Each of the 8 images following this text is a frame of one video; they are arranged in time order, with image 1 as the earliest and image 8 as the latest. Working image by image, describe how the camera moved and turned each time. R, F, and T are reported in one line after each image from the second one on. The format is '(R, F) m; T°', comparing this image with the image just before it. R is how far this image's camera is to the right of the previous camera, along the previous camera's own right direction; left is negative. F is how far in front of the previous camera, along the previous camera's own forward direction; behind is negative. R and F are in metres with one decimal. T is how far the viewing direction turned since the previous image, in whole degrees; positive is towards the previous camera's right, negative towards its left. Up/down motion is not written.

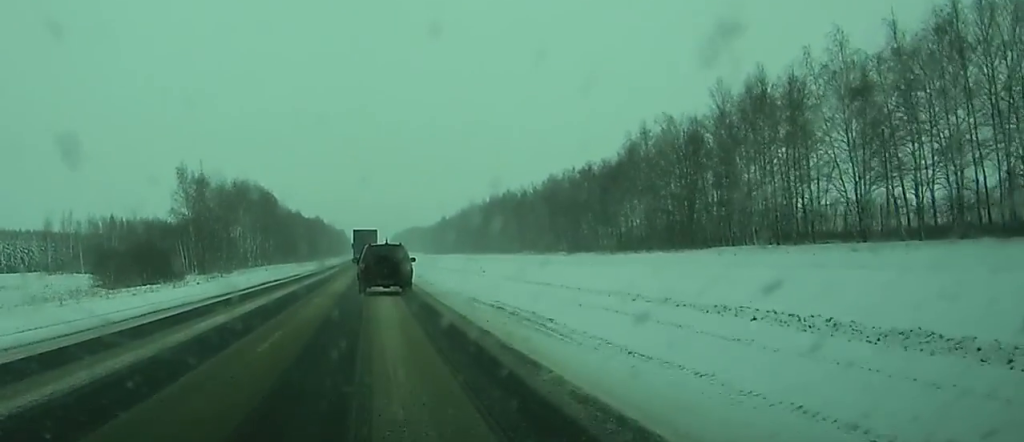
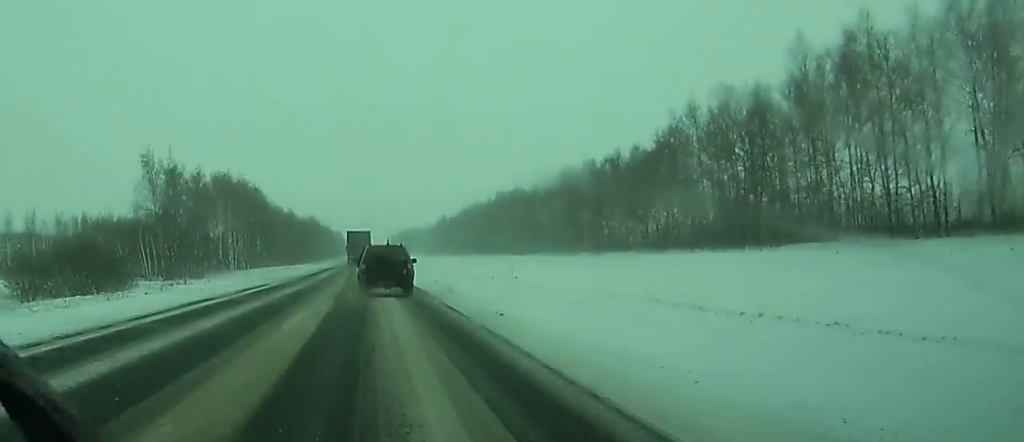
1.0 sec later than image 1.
(0.0, +20.3) m; 0°
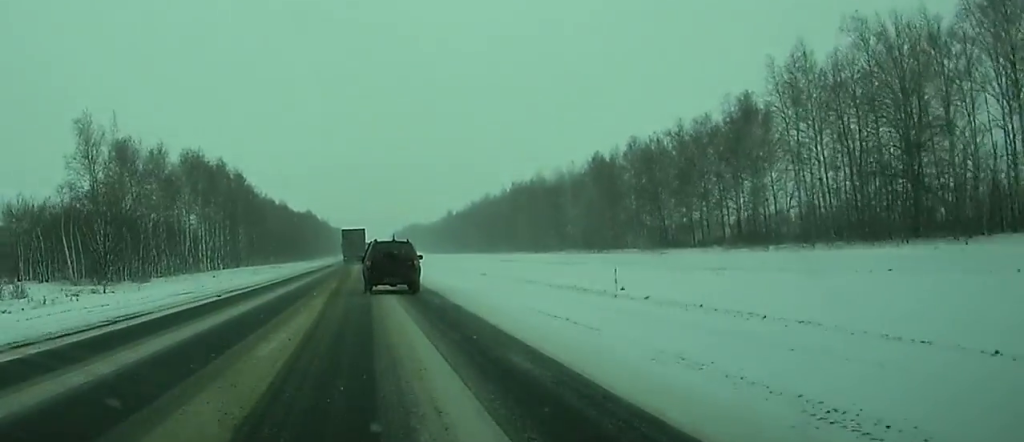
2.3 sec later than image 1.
(+0.1, +27.9) m; 0°
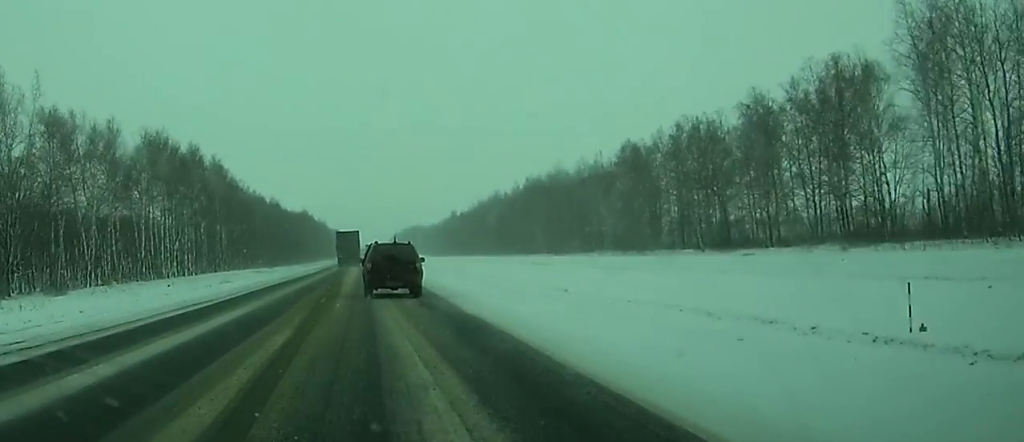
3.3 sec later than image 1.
(-0.1, +22.7) m; 0°
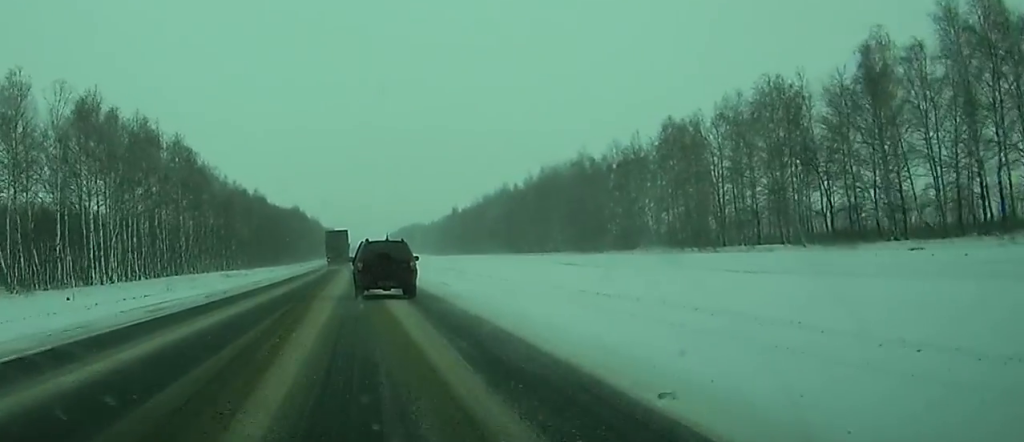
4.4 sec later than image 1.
(0.0, +25.1) m; 0°
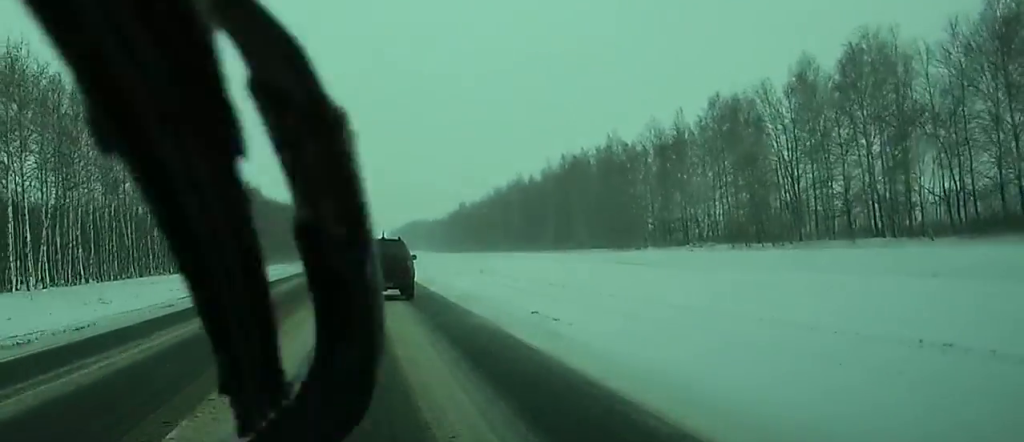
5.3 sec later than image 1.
(-0.1, +18.6) m; 0°
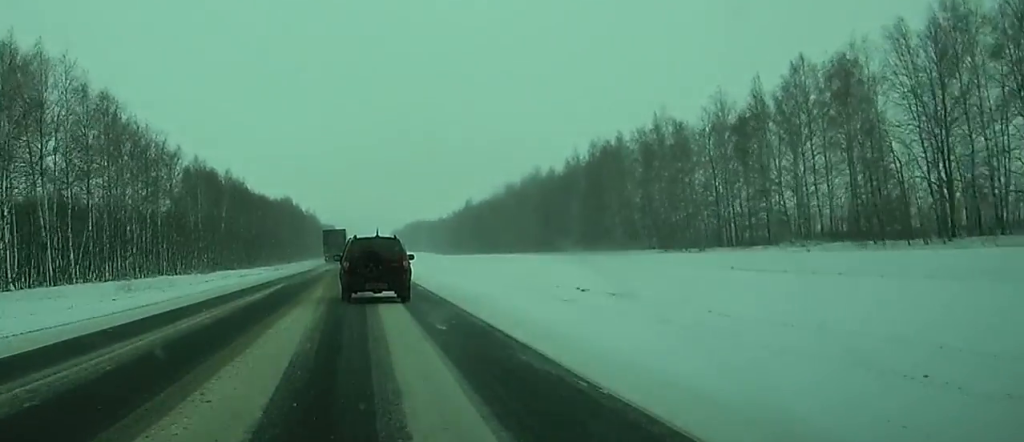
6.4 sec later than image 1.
(0.0, +25.4) m; 0°
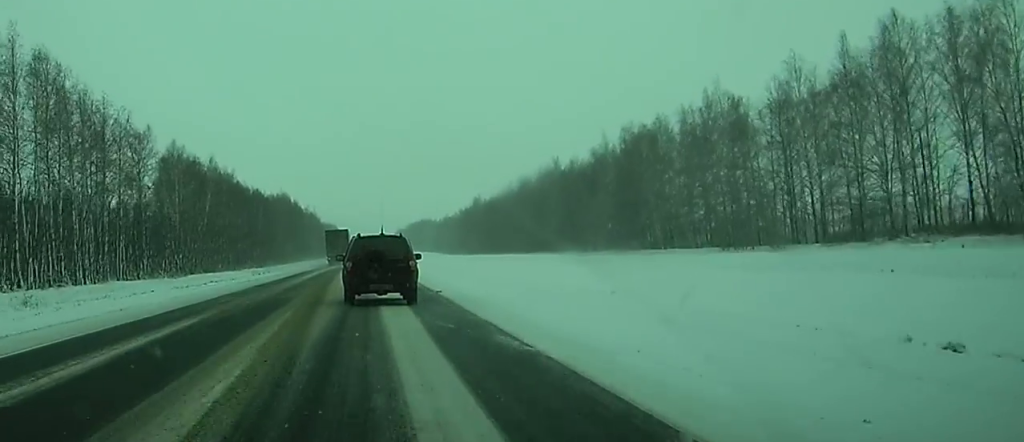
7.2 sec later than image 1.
(+0.1, +18.7) m; 0°
